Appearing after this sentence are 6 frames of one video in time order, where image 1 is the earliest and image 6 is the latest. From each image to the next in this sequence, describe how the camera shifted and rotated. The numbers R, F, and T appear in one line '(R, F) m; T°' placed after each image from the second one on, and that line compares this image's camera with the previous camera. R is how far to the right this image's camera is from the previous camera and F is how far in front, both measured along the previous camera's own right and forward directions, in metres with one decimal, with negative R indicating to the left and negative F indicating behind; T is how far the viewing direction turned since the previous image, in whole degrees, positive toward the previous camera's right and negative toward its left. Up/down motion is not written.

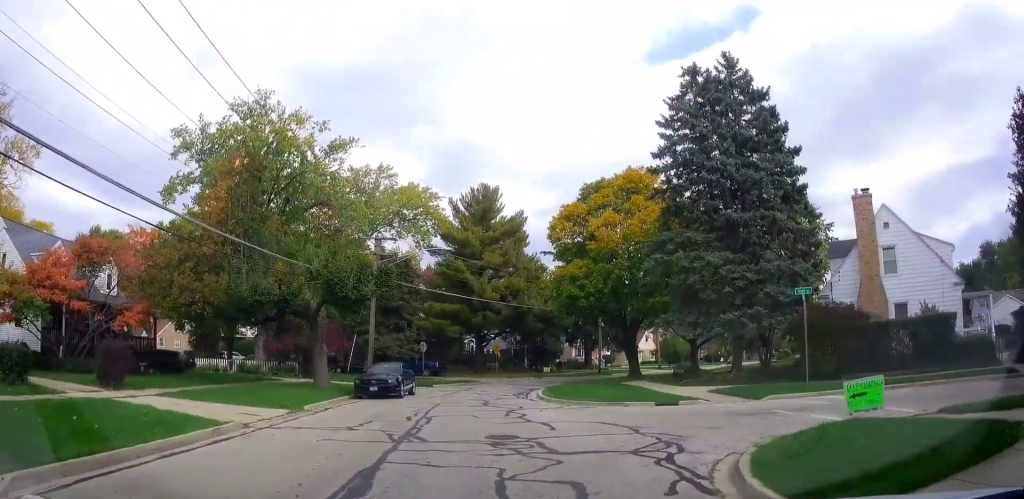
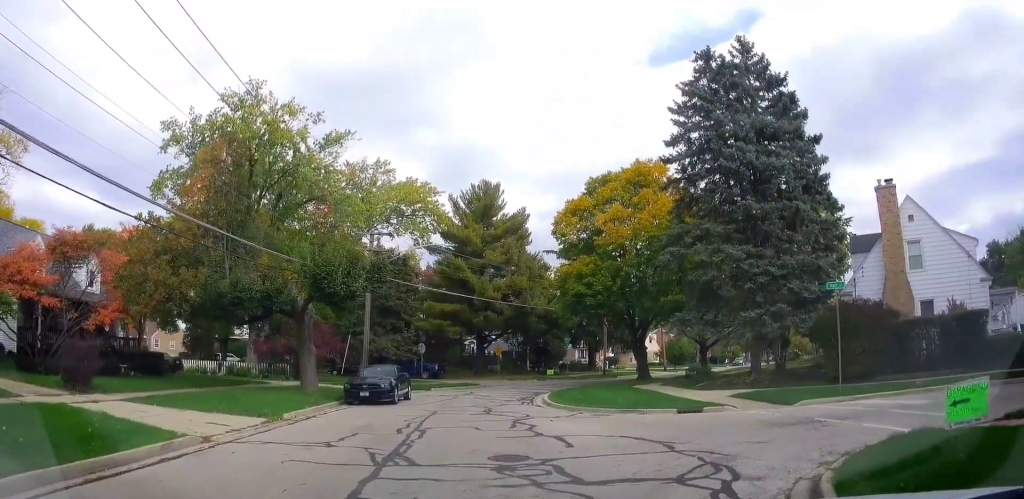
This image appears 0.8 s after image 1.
(-0.3, +4.7) m; -4°
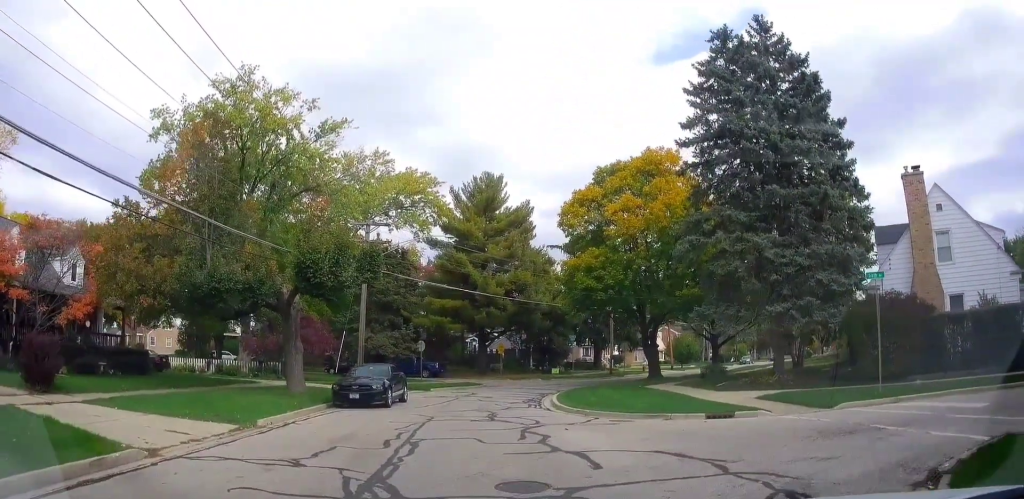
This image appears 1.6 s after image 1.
(-0.1, +4.0) m; +3°
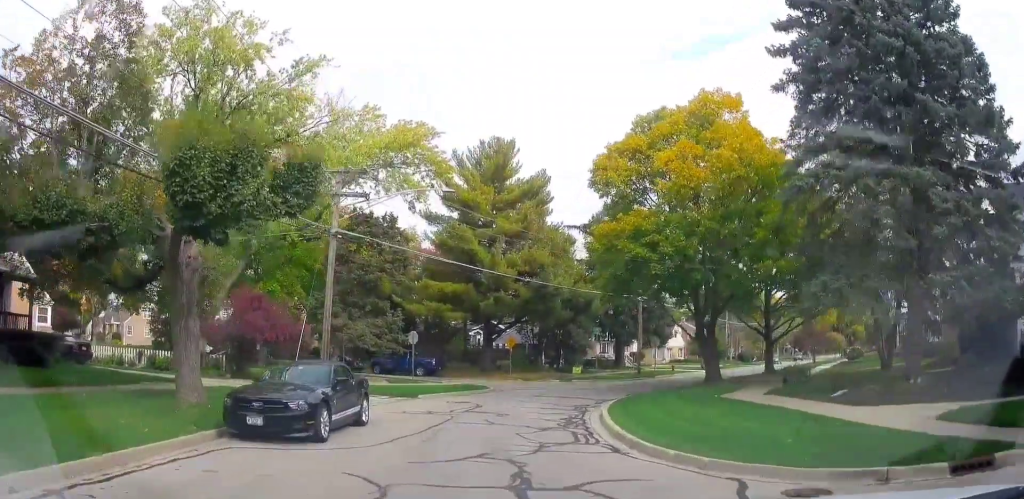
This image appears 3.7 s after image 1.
(+0.9, +8.9) m; +6°
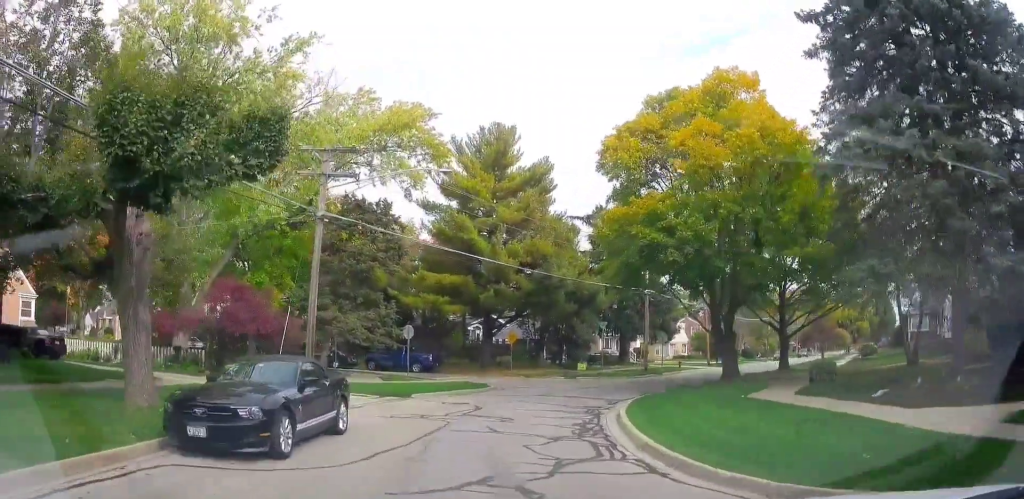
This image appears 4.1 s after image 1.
(0.0, +1.3) m; 0°
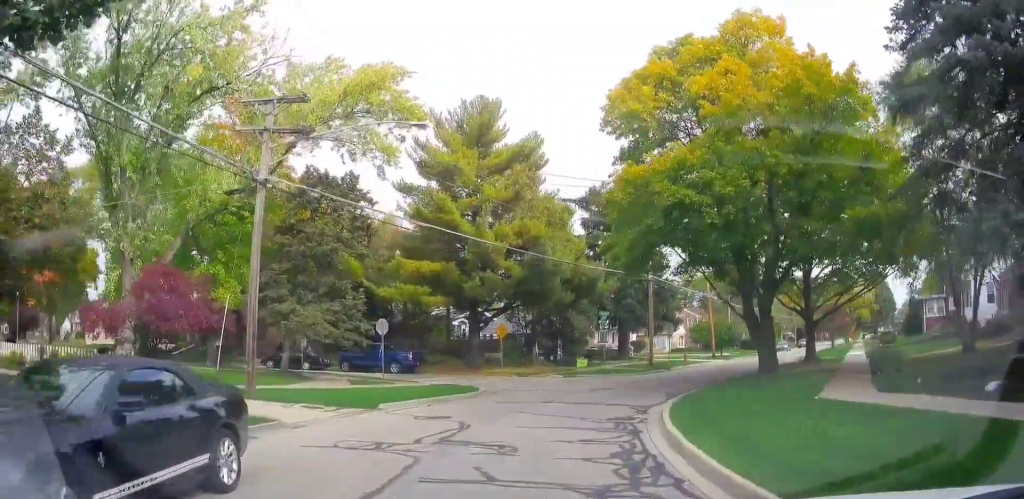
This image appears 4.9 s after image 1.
(0.0, +2.5) m; 0°
